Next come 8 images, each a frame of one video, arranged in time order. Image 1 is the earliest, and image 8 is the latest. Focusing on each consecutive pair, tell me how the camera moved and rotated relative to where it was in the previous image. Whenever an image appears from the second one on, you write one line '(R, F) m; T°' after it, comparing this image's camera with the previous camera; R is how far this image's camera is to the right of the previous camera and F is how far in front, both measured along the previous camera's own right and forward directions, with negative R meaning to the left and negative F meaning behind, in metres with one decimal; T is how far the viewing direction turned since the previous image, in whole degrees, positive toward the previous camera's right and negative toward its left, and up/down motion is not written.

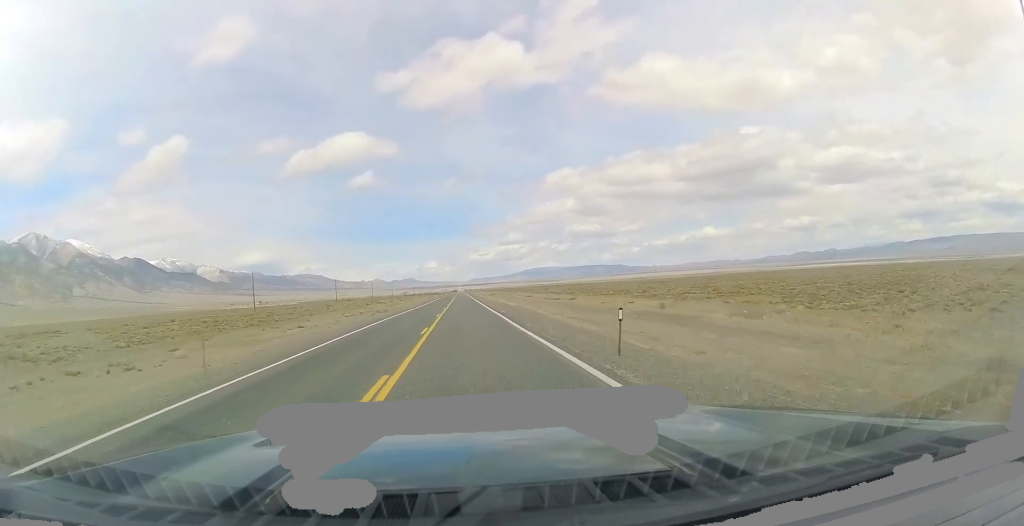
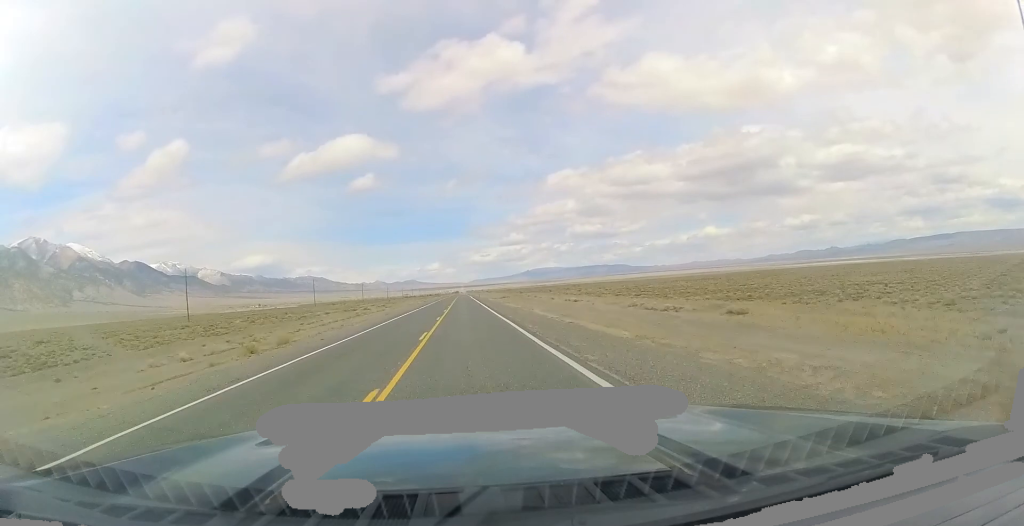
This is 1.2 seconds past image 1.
(-0.1, +41.6) m; 0°
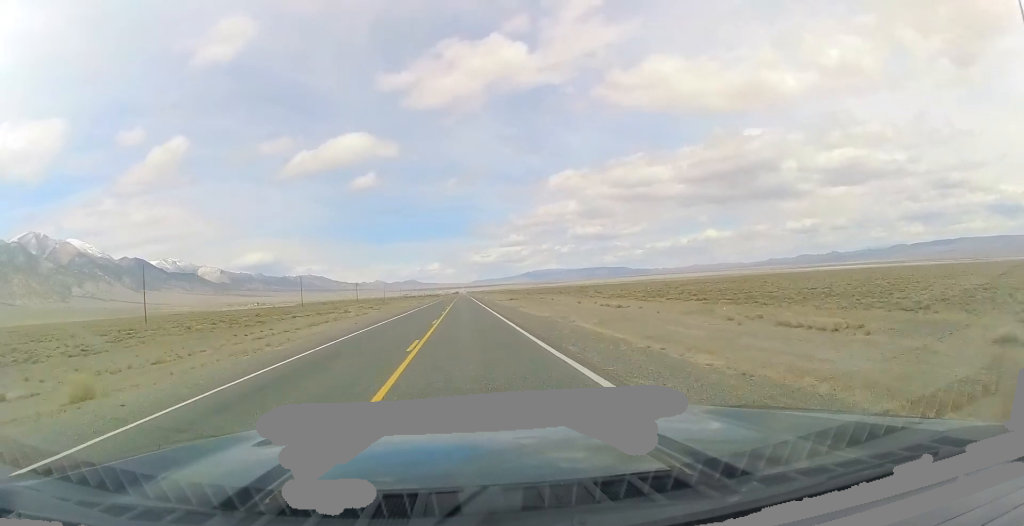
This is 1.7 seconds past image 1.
(+0.1, +17.8) m; 0°
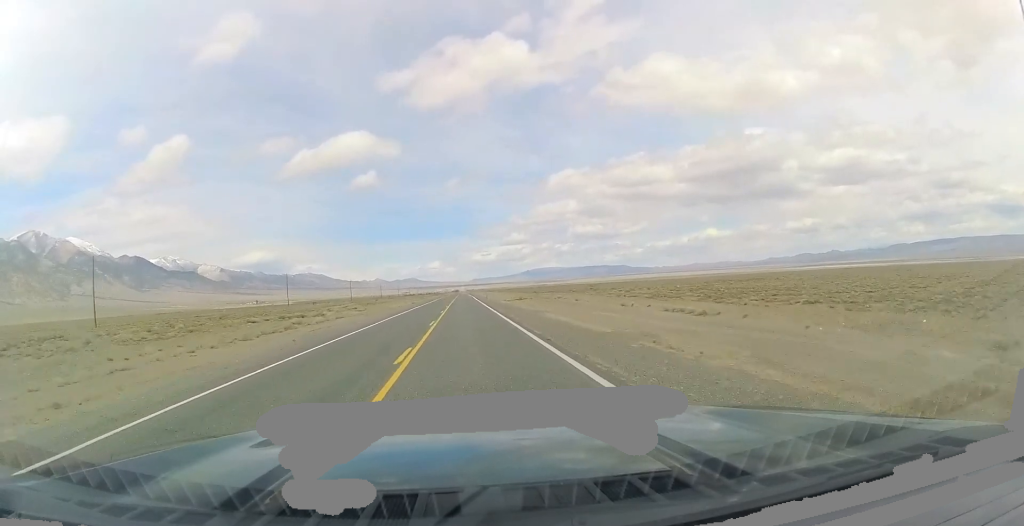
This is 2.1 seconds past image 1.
(-0.1, +16.6) m; 0°
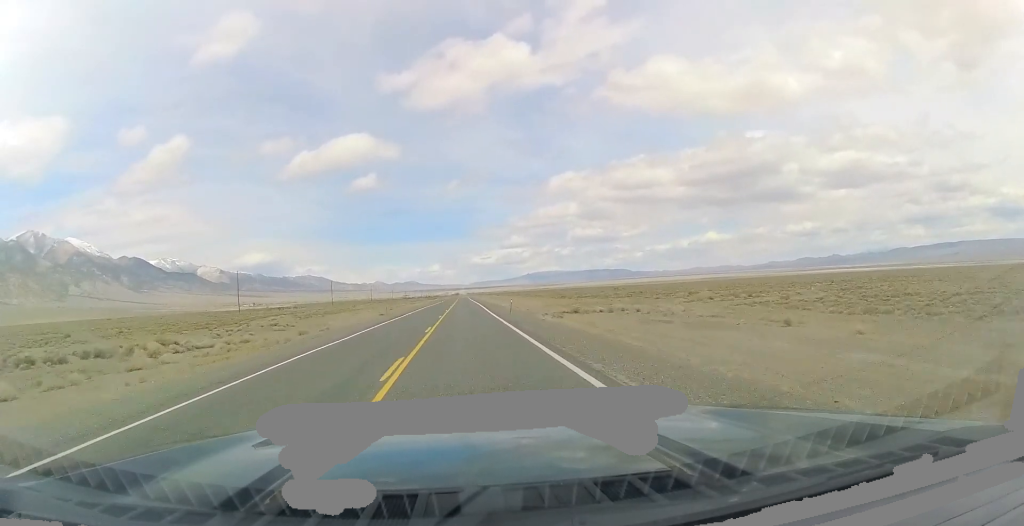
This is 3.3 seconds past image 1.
(0.0, +42.6) m; 0°
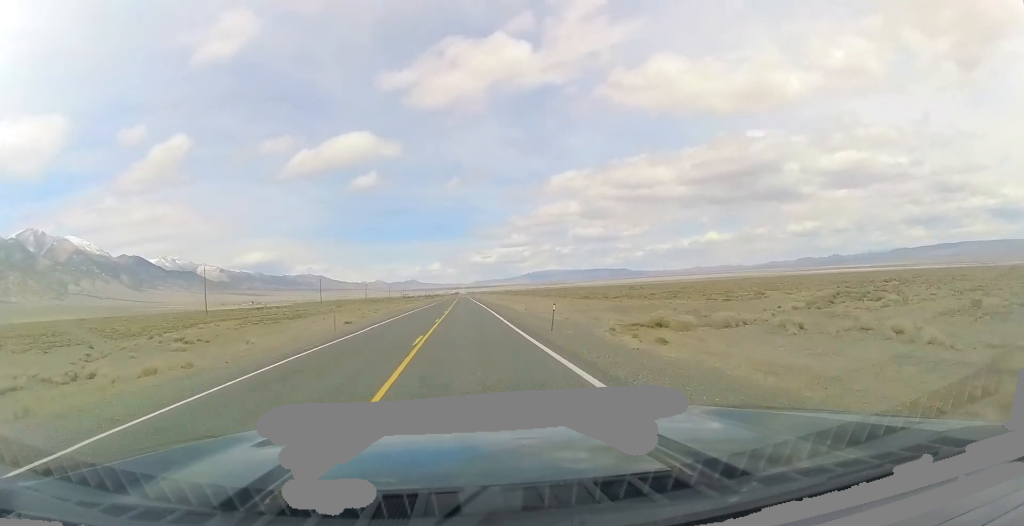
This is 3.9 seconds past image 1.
(+0.1, +20.1) m; 0°
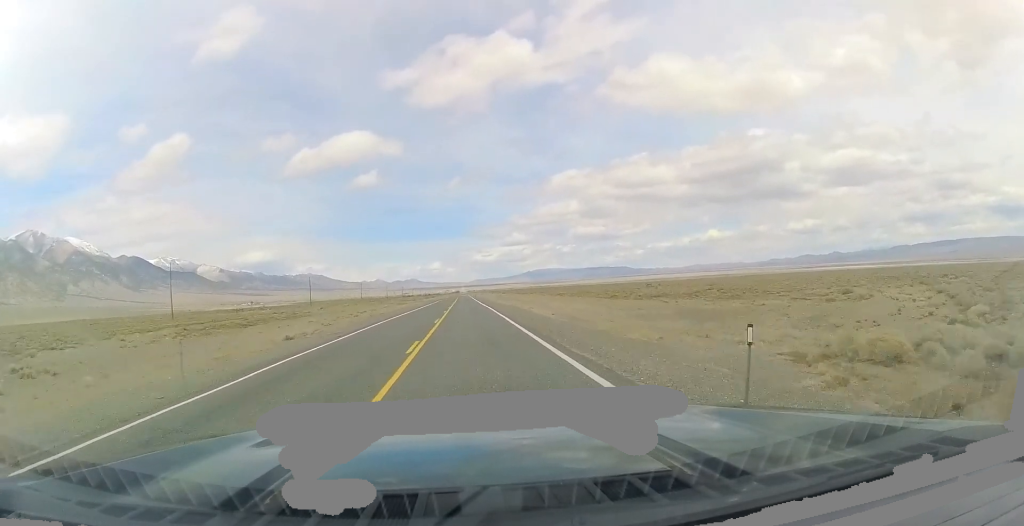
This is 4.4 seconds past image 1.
(0.0, +16.5) m; 0°
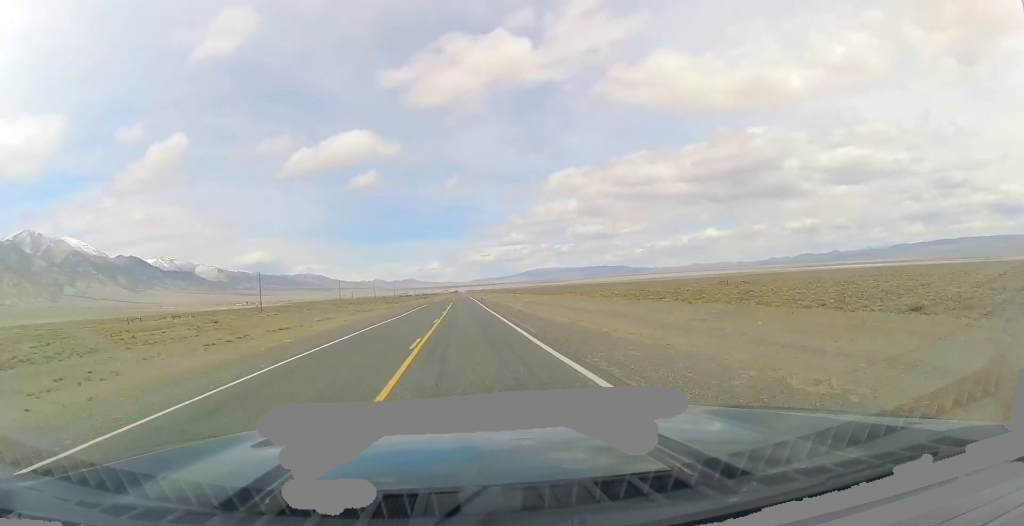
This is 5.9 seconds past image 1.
(-0.3, +53.1) m; -1°
